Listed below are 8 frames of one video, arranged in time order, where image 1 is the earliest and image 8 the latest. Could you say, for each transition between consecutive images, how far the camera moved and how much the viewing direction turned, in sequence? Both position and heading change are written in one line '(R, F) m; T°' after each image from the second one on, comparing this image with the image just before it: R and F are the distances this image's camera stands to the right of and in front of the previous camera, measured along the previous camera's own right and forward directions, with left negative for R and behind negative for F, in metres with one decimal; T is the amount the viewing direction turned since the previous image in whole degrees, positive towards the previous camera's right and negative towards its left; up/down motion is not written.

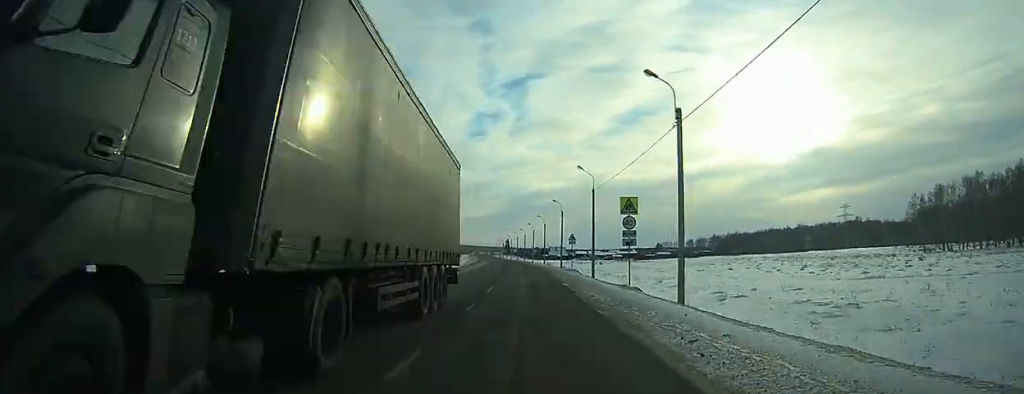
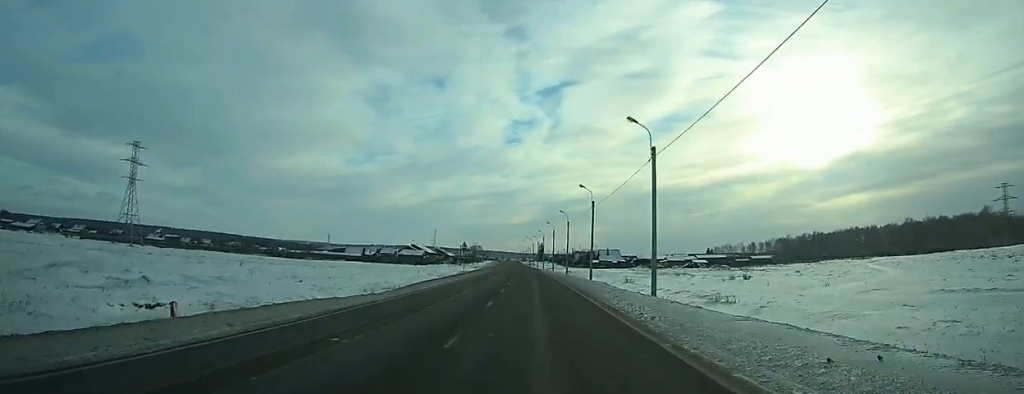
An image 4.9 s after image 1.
(-1.8, +84.9) m; -2°
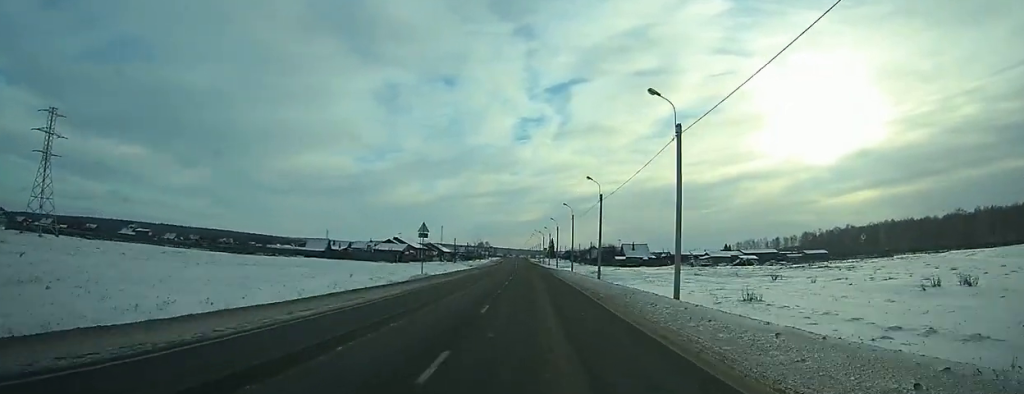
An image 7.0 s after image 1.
(-0.4, +34.0) m; -1°
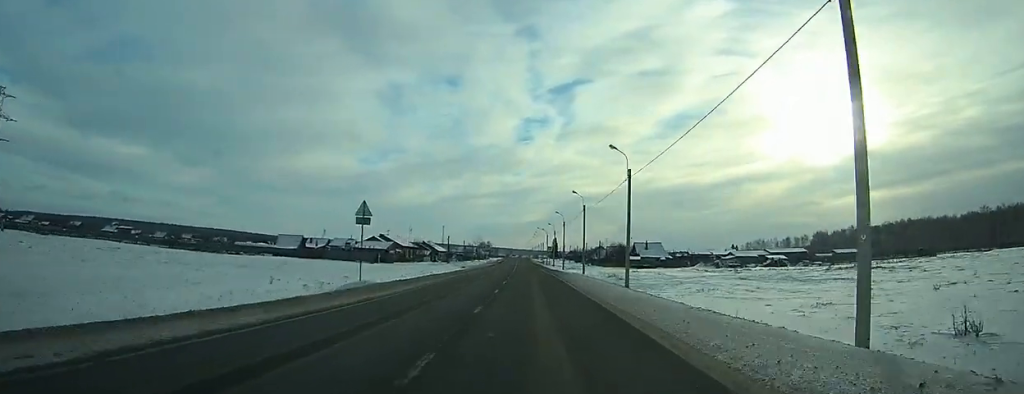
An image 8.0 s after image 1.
(0.0, +14.7) m; 0°
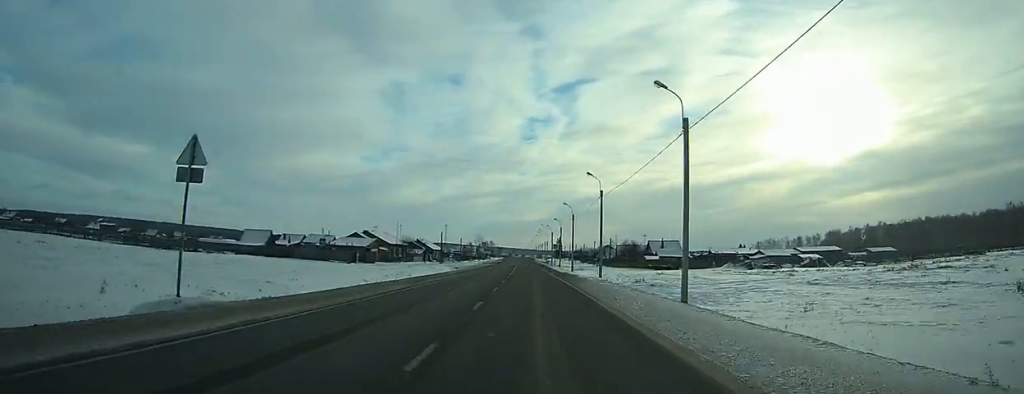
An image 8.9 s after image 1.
(0.0, +13.6) m; 0°
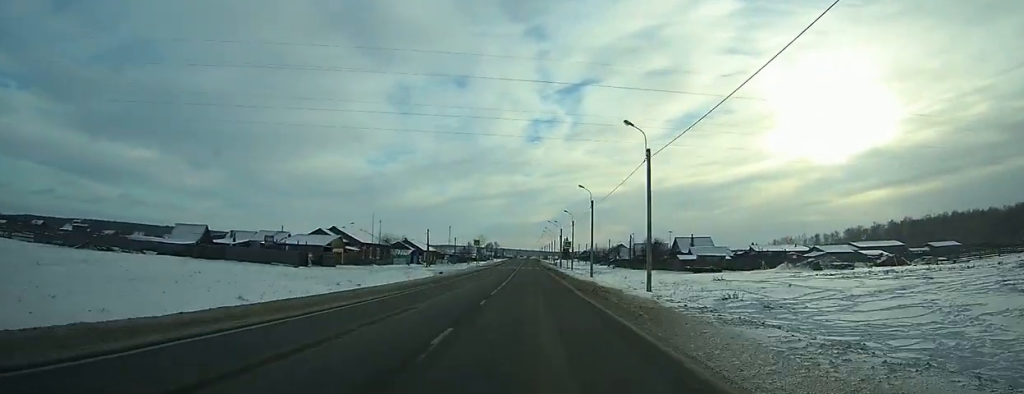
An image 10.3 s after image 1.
(-0.1, +18.6) m; -1°
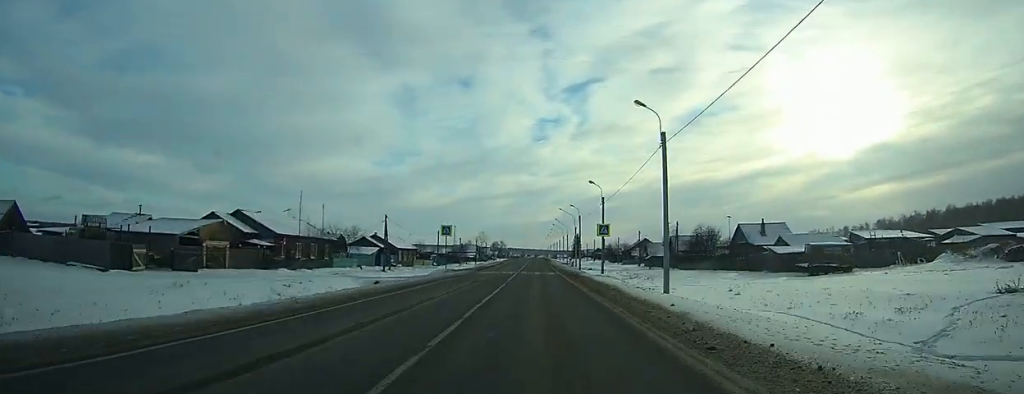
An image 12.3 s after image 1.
(-0.2, +30.6) m; 0°
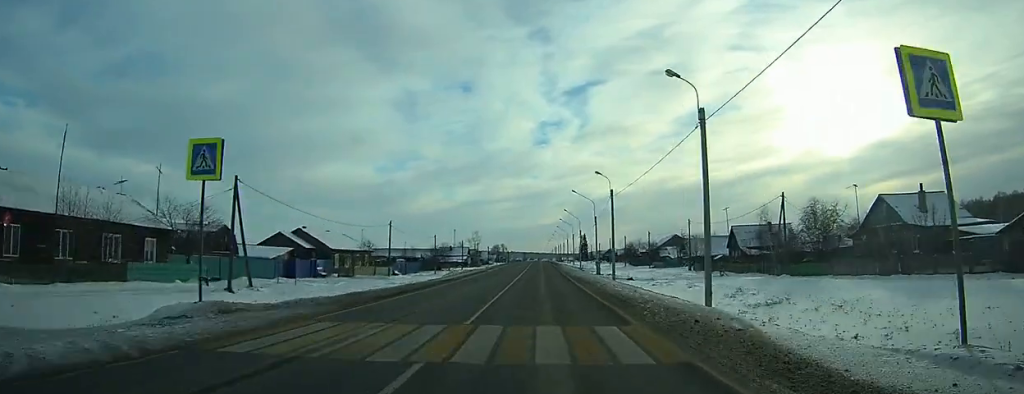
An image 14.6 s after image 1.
(0.0, +37.2) m; 0°
